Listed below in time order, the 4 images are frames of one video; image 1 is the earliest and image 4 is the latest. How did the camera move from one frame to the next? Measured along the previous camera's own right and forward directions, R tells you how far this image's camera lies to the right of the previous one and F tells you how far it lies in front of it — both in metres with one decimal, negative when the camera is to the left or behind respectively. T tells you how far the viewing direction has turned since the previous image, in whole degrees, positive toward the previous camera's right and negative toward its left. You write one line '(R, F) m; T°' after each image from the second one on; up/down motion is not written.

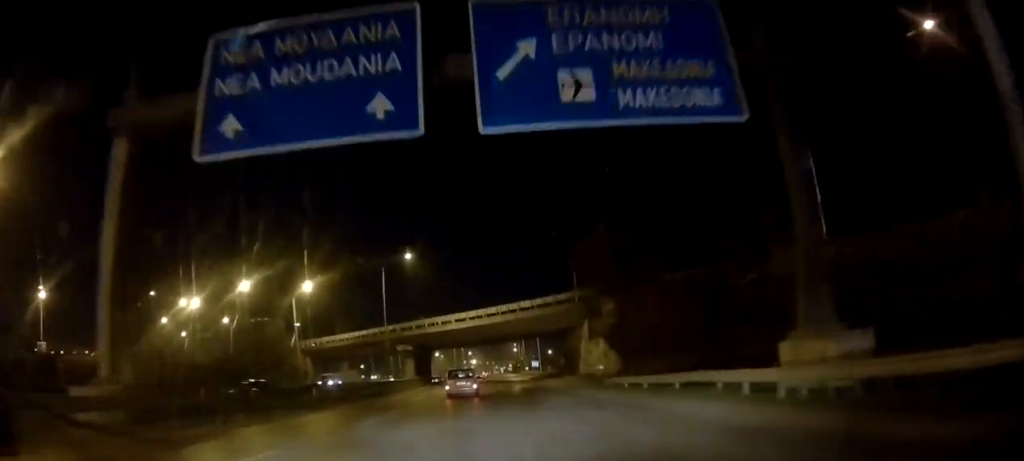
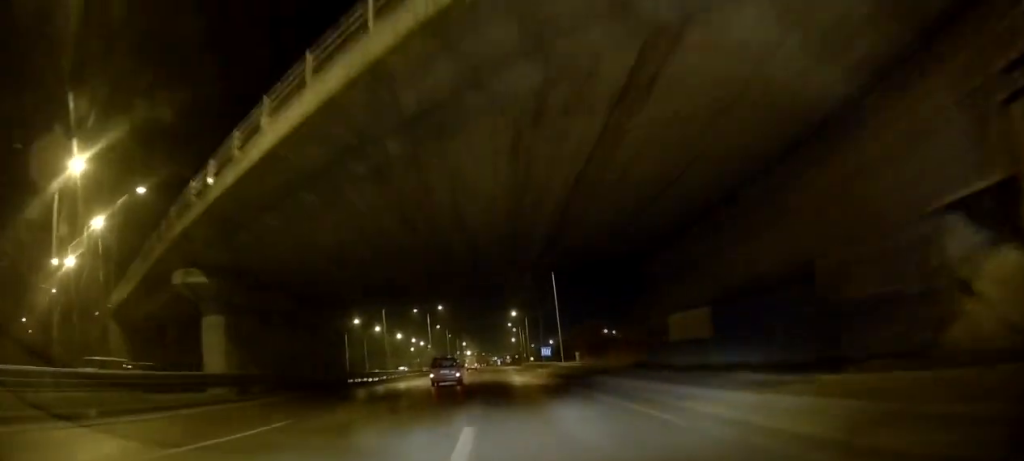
(-0.5, +48.3) m; -1°
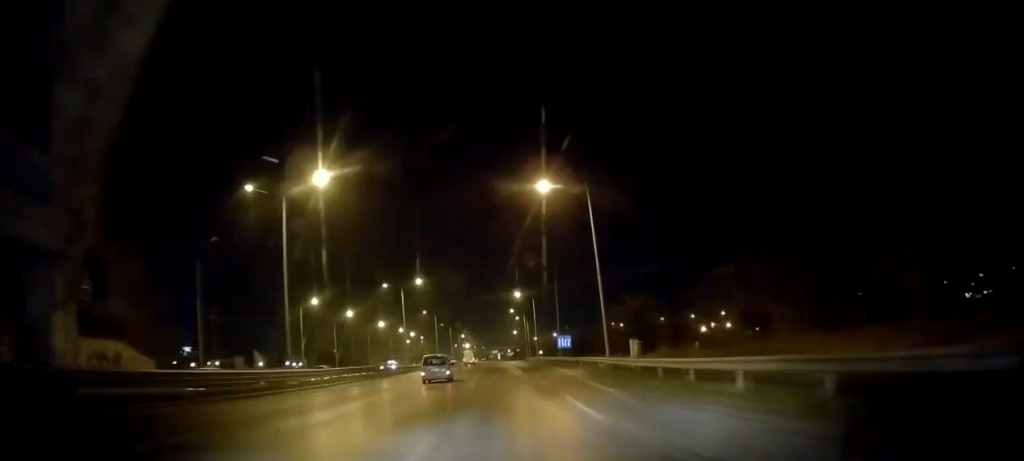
(-0.3, +29.7) m; +1°
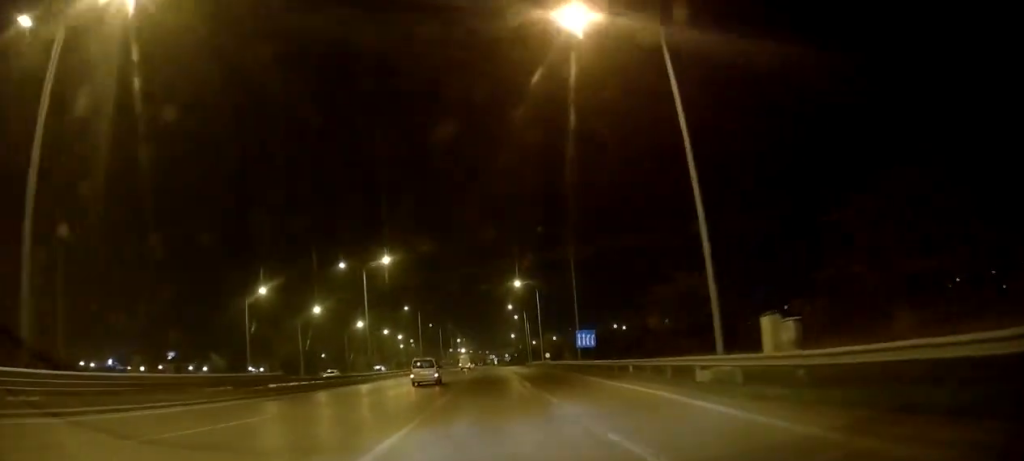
(+0.5, +21.7) m; +1°
